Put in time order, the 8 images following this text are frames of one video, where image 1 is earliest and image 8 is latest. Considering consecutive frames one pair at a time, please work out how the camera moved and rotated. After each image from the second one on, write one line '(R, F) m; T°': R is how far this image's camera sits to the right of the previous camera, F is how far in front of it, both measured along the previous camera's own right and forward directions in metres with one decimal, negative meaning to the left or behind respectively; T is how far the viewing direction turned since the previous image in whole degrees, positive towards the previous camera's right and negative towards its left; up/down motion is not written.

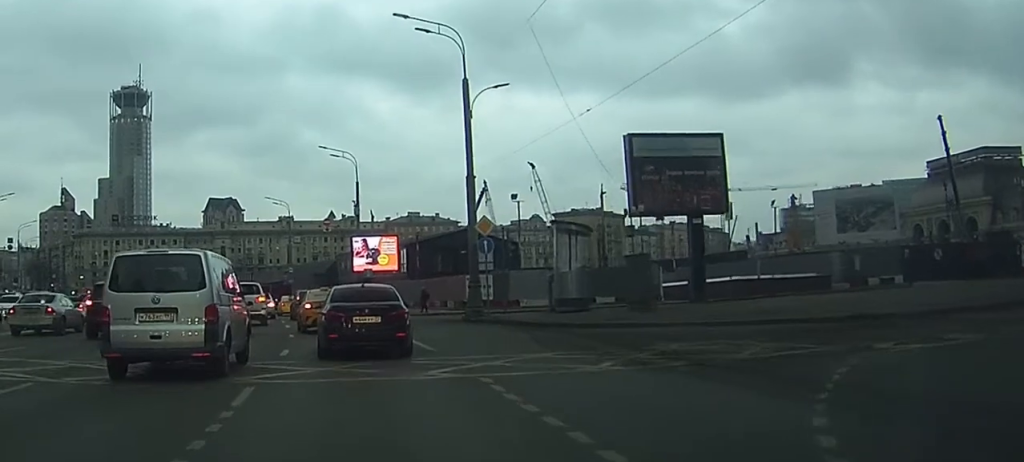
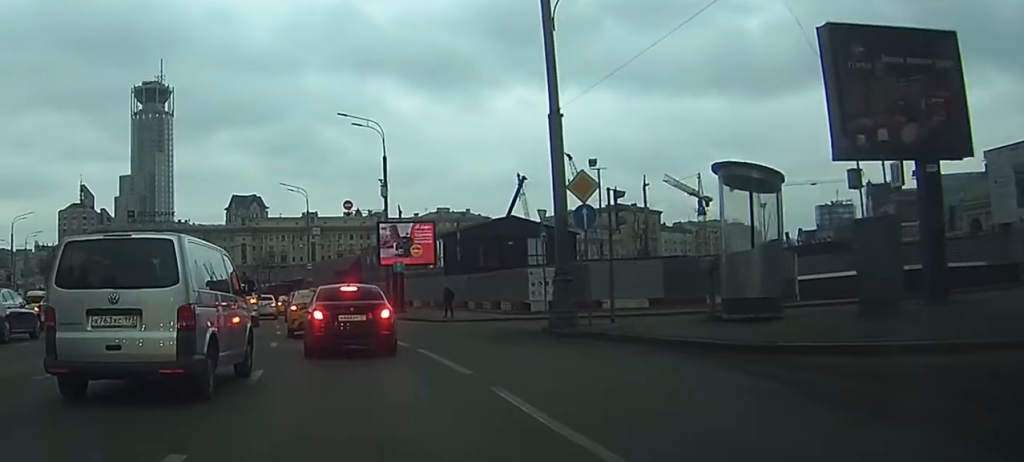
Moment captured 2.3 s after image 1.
(-0.8, +13.9) m; 0°
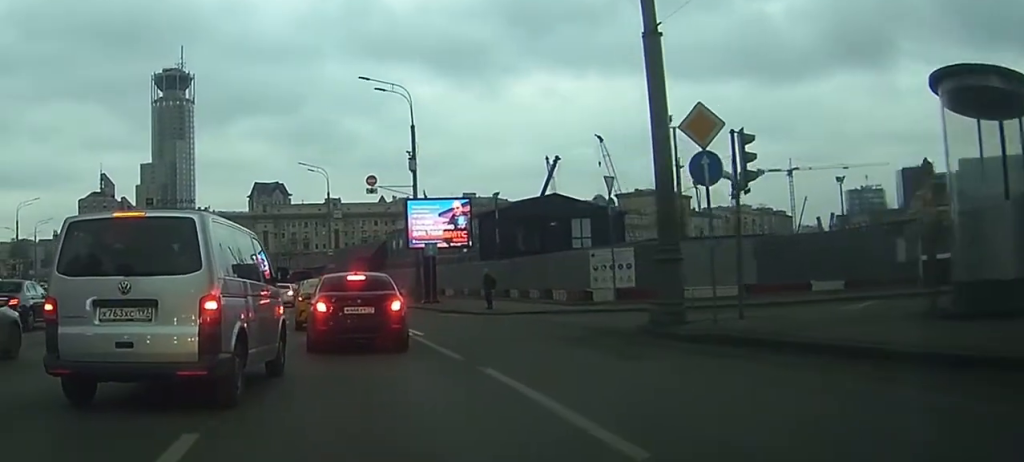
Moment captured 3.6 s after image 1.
(+0.5, +7.2) m; +4°
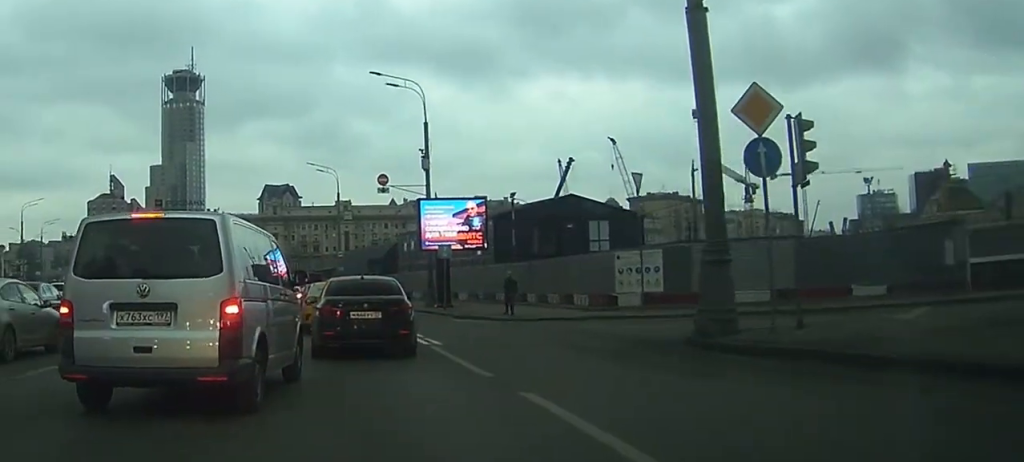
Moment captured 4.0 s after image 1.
(0.0, +2.3) m; -1°
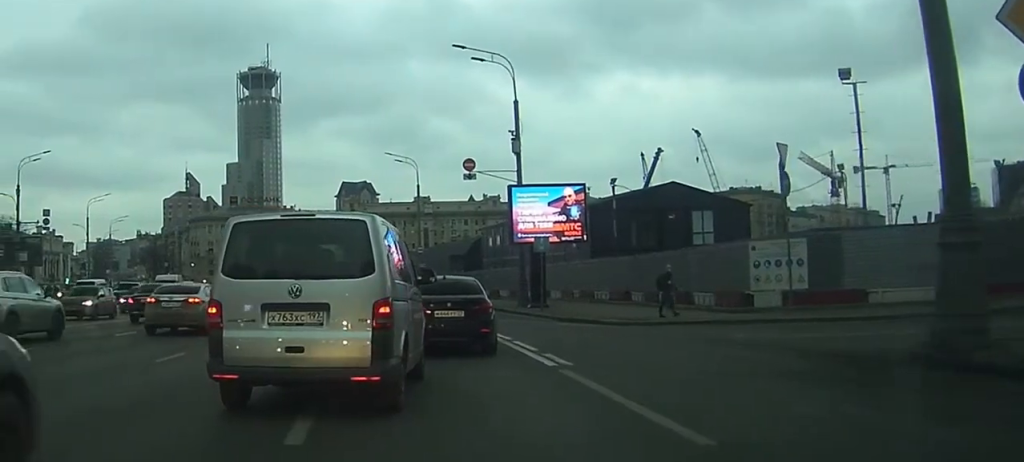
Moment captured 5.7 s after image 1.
(-0.3, +6.4) m; -8°
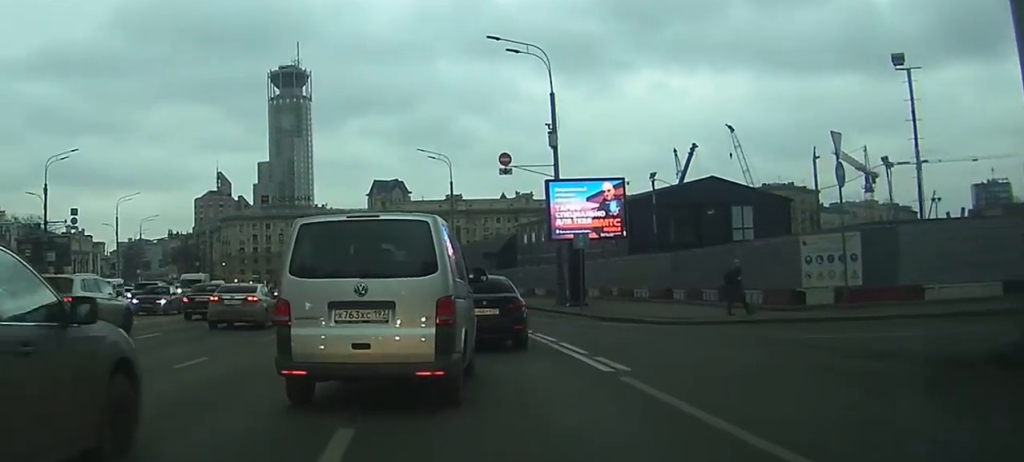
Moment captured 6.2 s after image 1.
(-0.1, +1.7) m; -3°
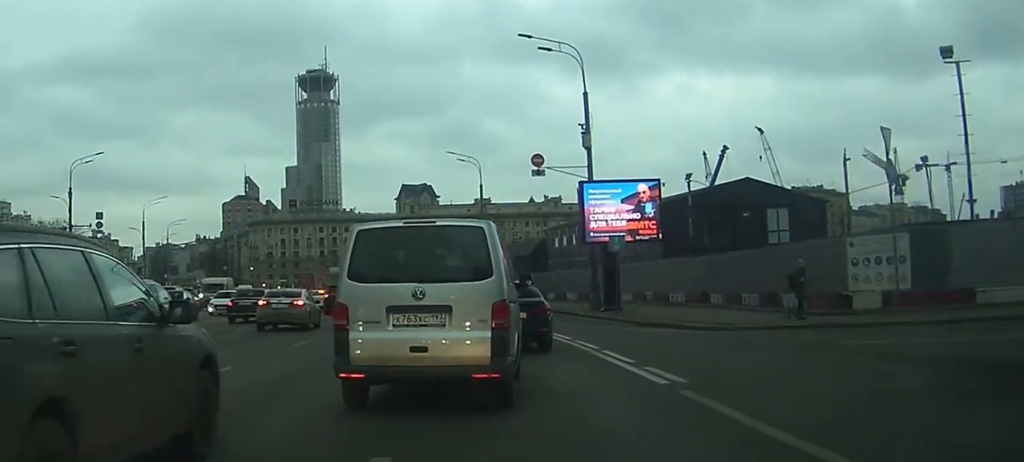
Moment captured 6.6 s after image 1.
(0.0, +1.3) m; -2°
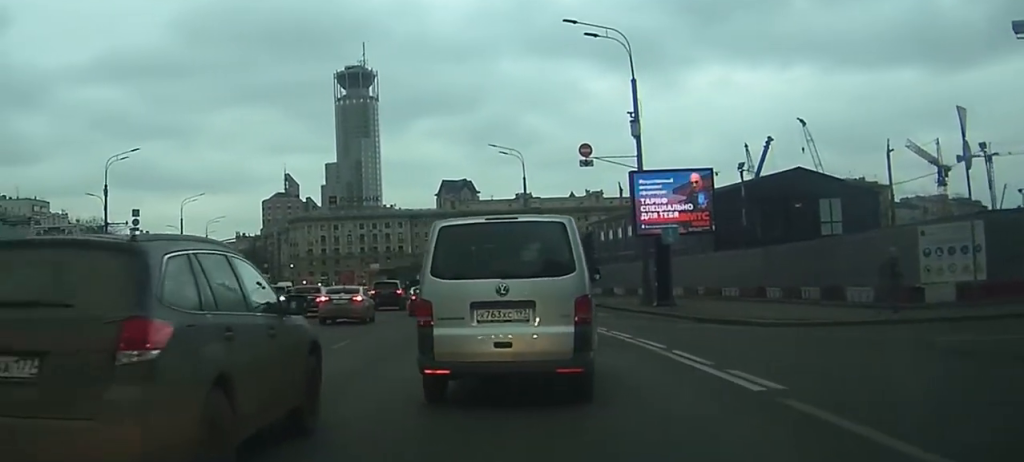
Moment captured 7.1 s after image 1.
(0.0, +1.8) m; -2°
